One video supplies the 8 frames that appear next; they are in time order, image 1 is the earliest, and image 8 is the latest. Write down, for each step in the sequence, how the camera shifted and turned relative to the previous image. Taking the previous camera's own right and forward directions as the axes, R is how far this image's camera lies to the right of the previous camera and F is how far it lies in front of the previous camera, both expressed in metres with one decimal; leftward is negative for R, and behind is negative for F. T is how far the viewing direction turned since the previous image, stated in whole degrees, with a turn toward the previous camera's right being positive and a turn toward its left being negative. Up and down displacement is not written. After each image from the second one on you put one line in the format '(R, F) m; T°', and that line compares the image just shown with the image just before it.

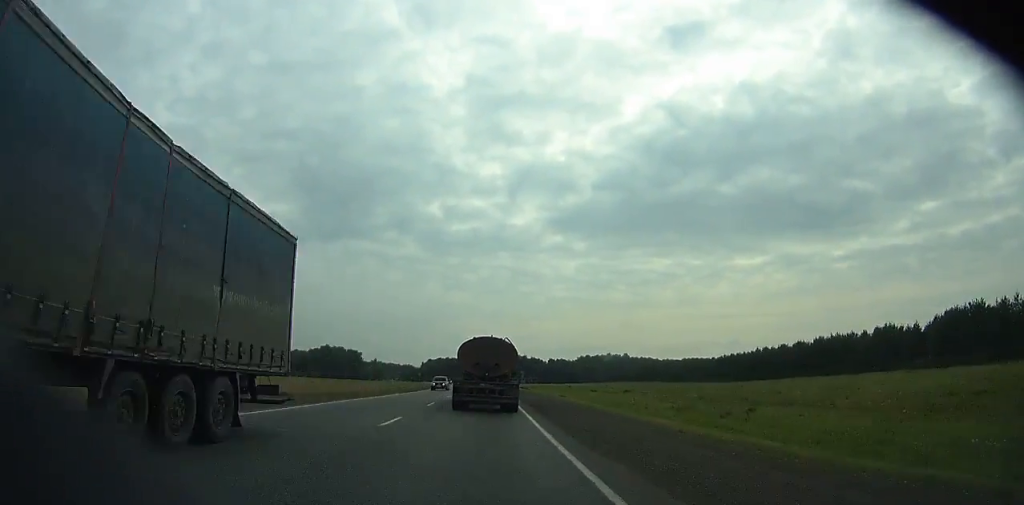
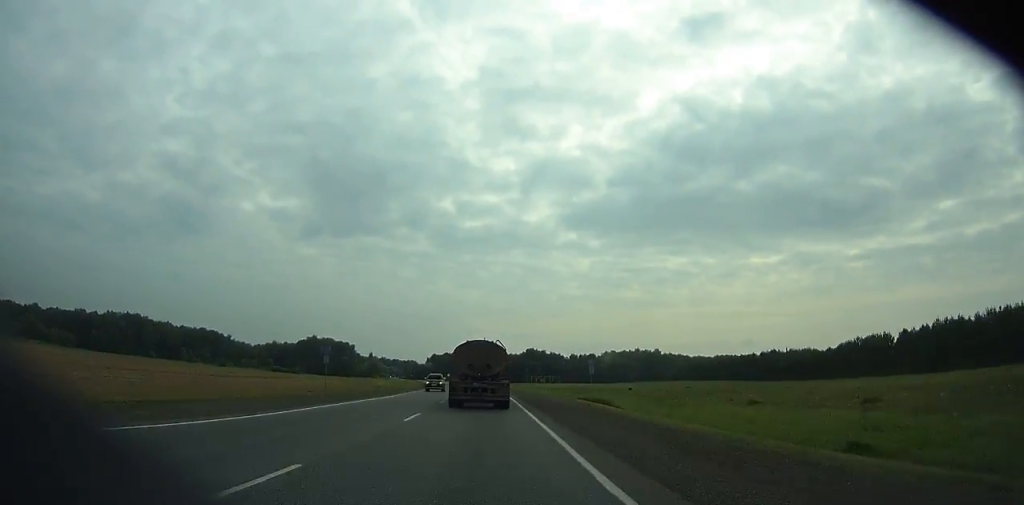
(-0.8, +67.9) m; -2°
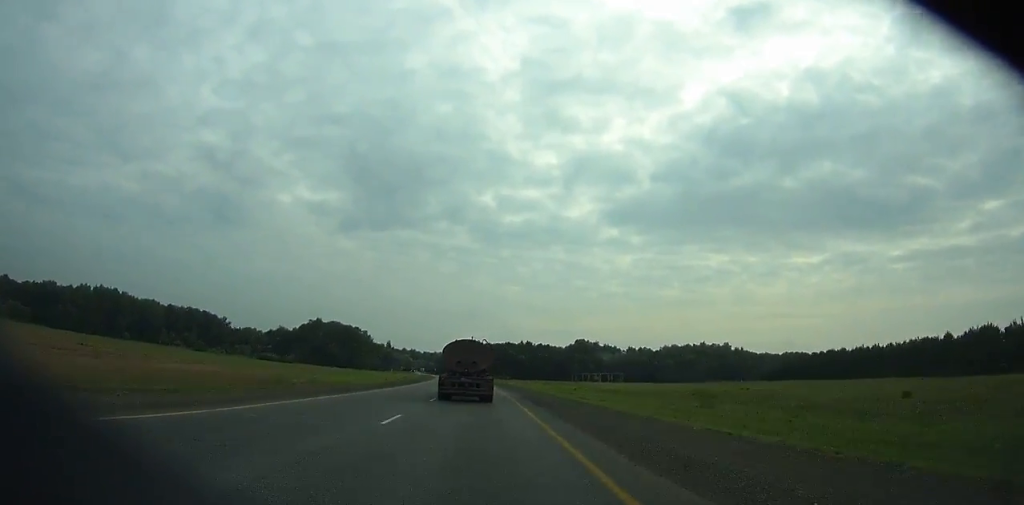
(-1.7, +74.9) m; -3°
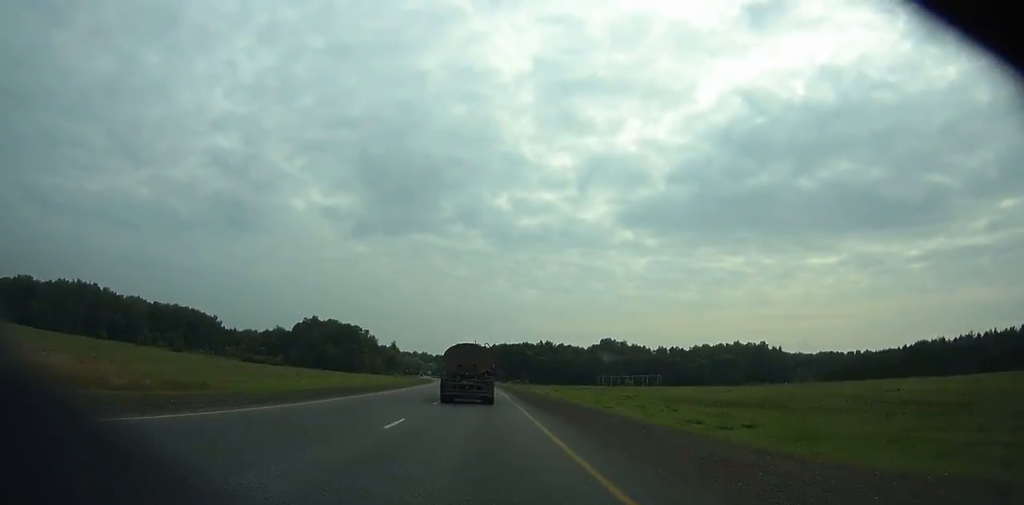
(-0.4, +35.6) m; -2°
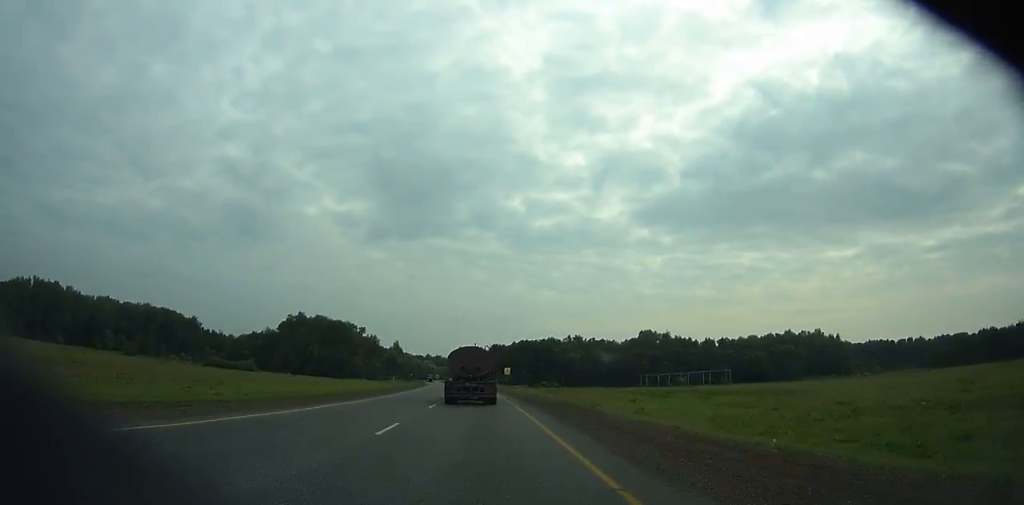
(-1.1, +48.5) m; -2°
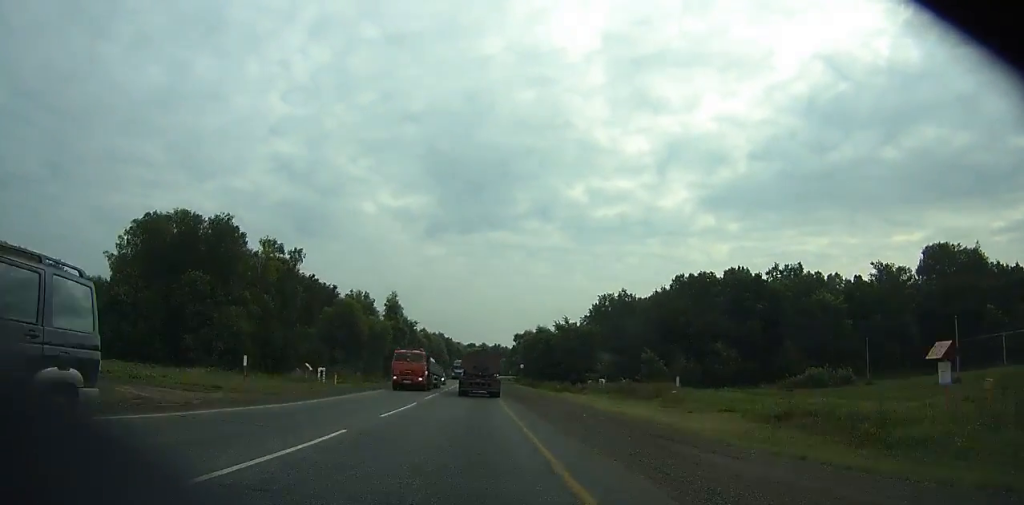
(-9.4, +156.0) m; -7°
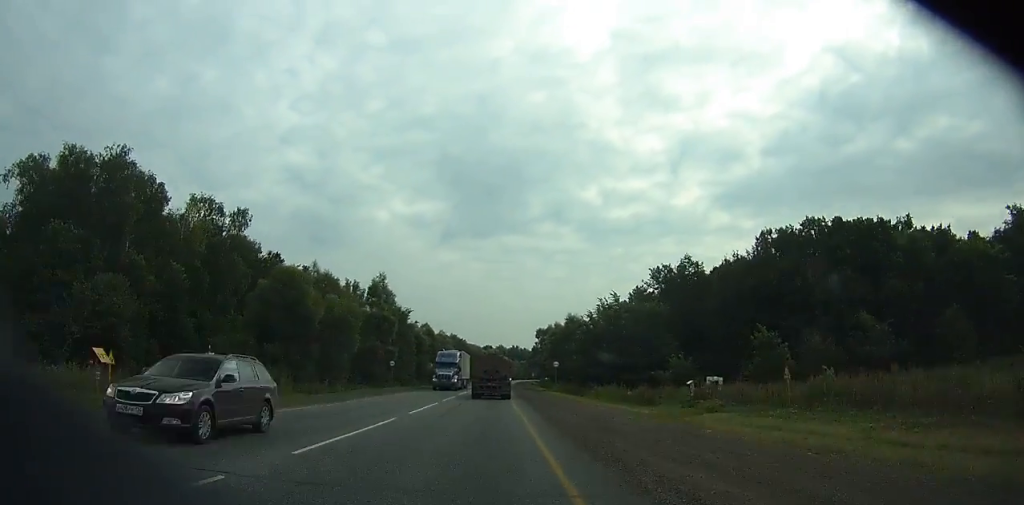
(-0.4, +31.6) m; -1°
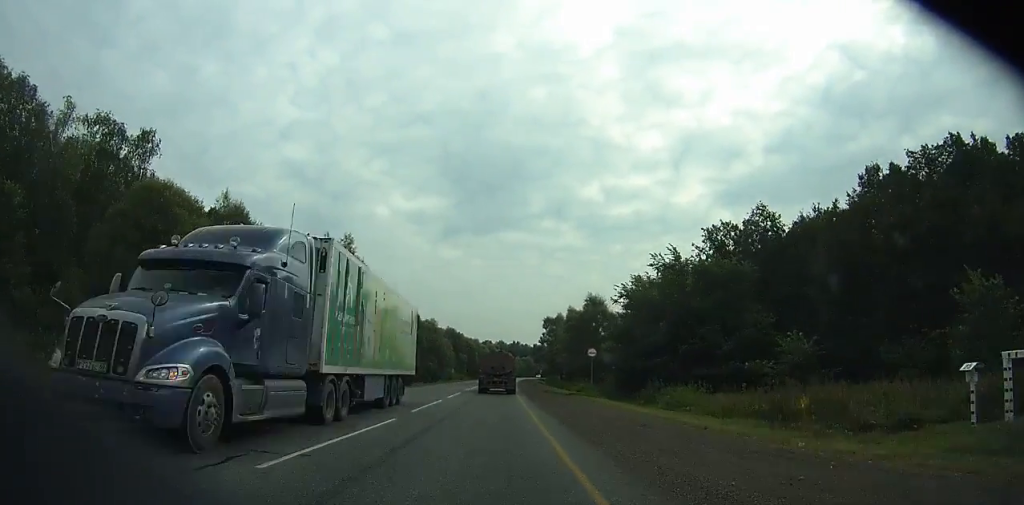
(0.0, +25.3) m; -1°
